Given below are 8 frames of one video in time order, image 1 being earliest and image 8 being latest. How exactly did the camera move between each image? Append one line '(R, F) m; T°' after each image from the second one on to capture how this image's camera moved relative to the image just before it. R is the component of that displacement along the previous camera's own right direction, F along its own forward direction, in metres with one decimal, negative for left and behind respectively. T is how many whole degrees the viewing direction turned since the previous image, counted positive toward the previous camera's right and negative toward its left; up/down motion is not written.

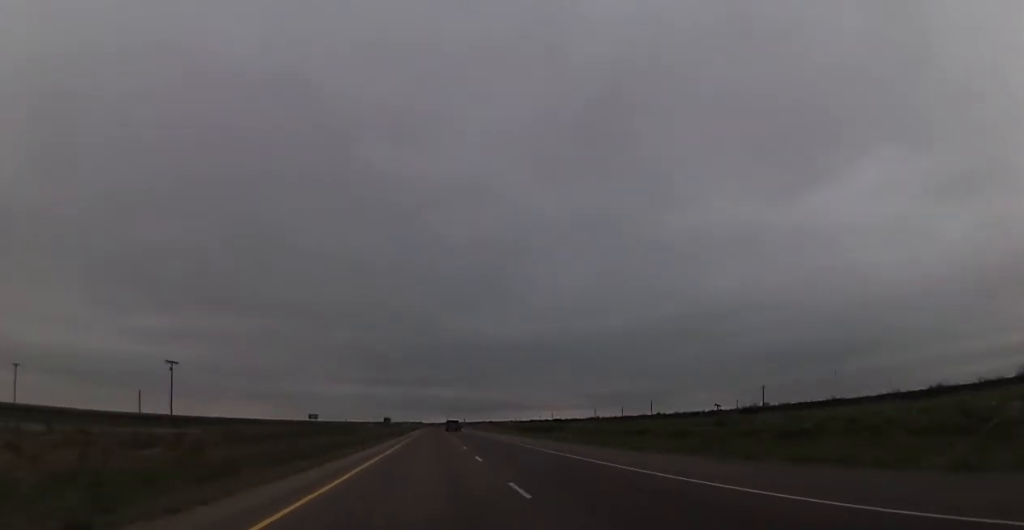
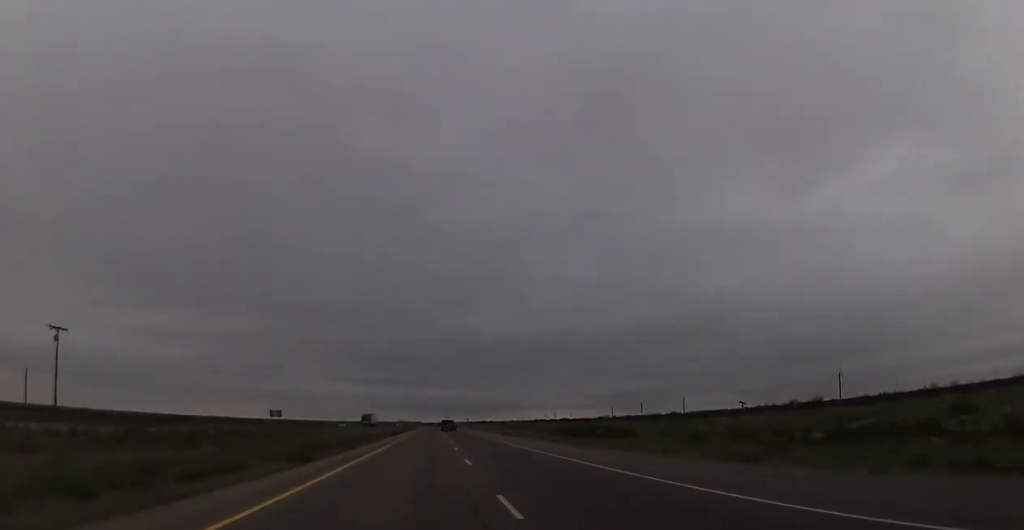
(+0.3, +38.9) m; 0°
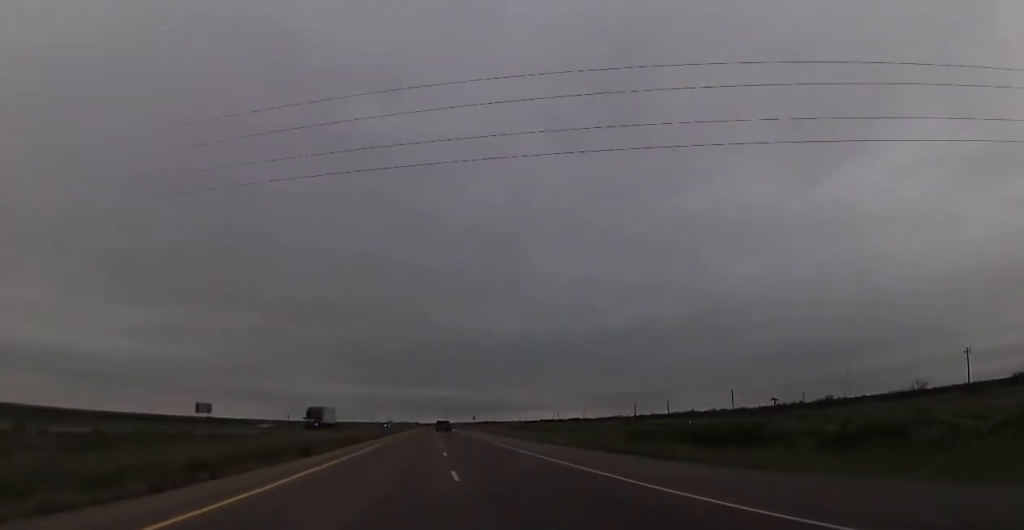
(-0.2, +42.5) m; -1°
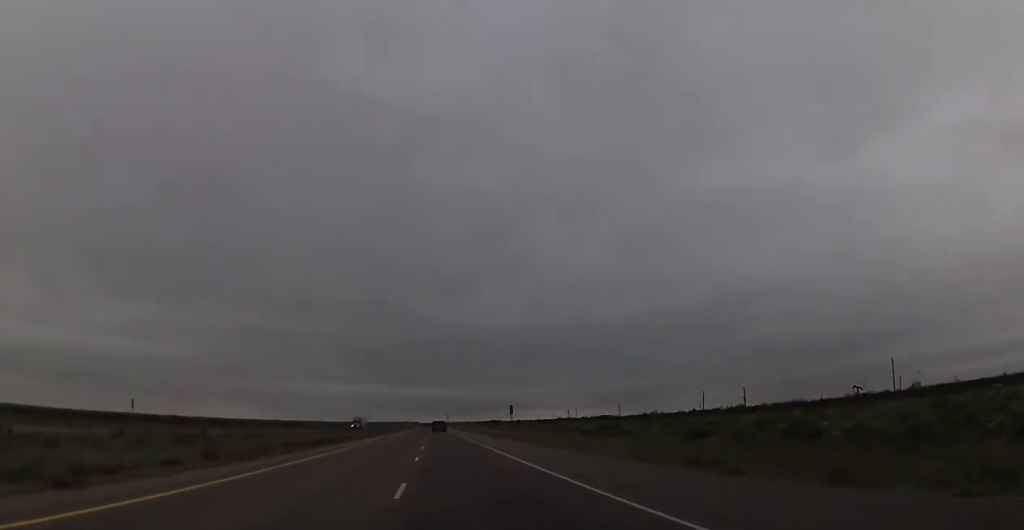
(+0.8, +76.6) m; +1°
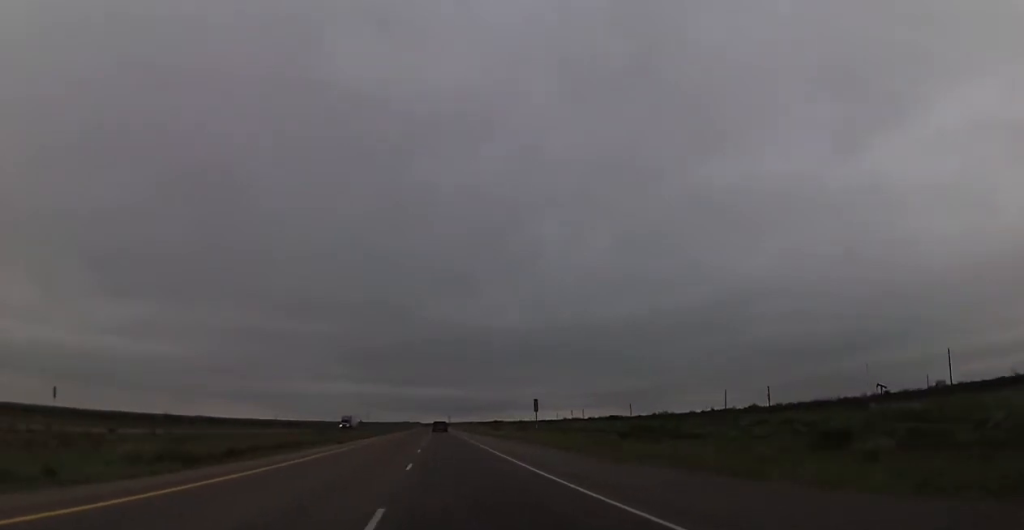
(-0.2, +16.5) m; 0°
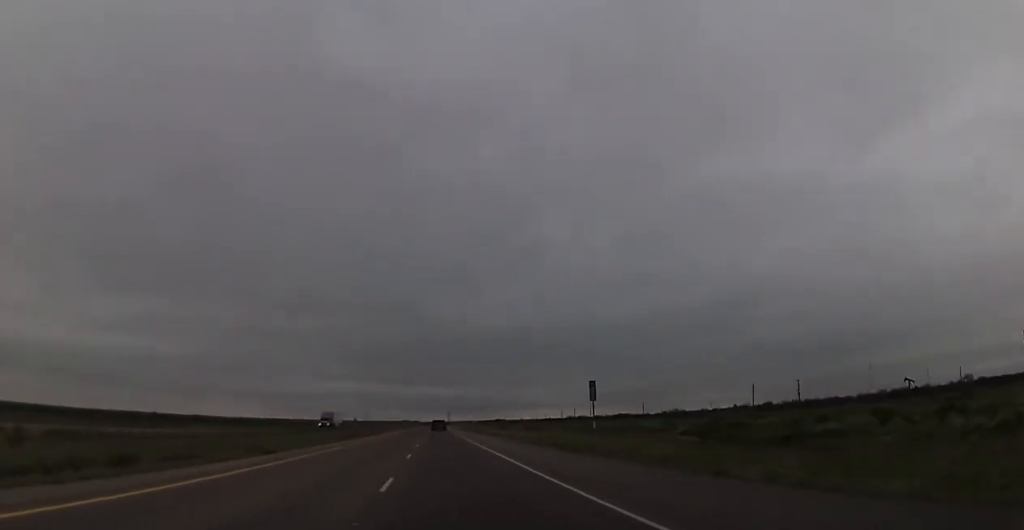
(-0.2, +18.8) m; 0°
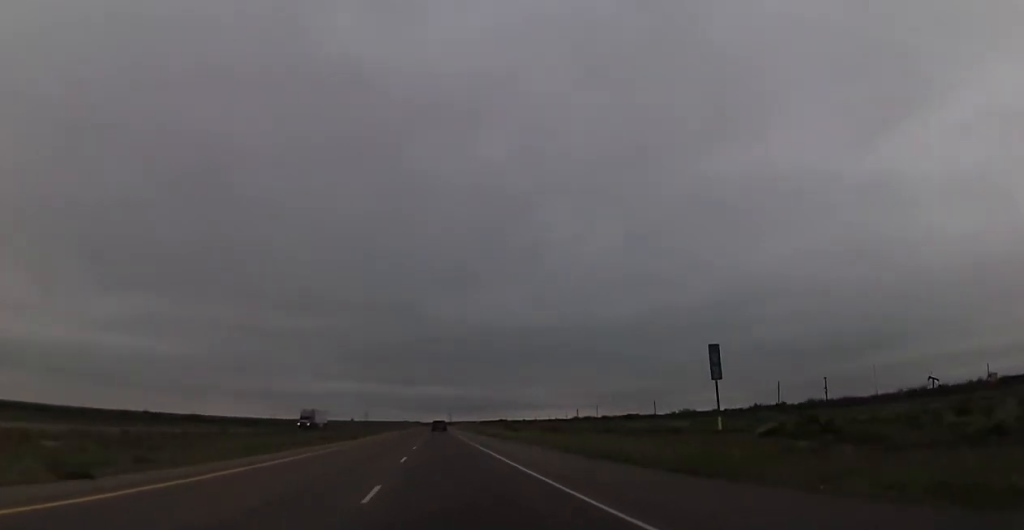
(+0.1, +14.1) m; 0°
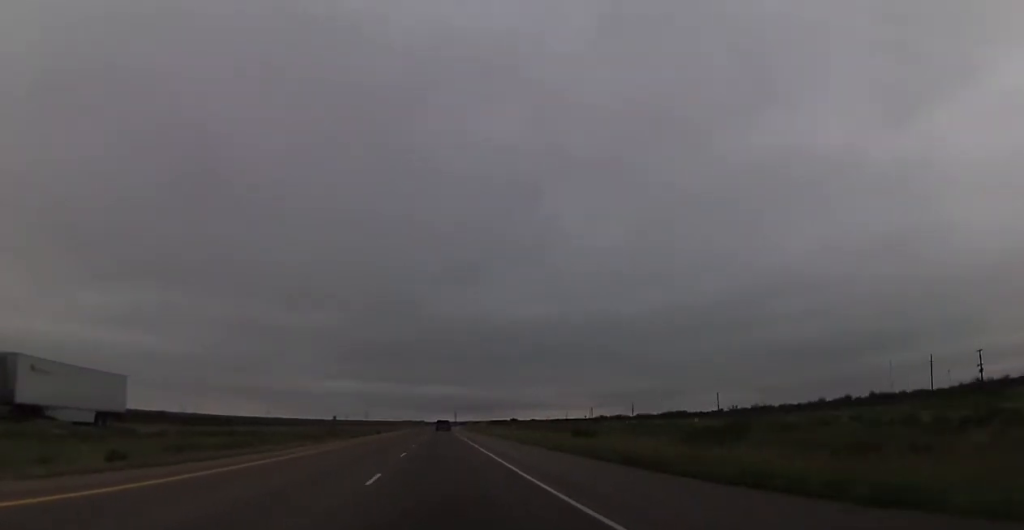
(+0.2, +57.7) m; 0°
